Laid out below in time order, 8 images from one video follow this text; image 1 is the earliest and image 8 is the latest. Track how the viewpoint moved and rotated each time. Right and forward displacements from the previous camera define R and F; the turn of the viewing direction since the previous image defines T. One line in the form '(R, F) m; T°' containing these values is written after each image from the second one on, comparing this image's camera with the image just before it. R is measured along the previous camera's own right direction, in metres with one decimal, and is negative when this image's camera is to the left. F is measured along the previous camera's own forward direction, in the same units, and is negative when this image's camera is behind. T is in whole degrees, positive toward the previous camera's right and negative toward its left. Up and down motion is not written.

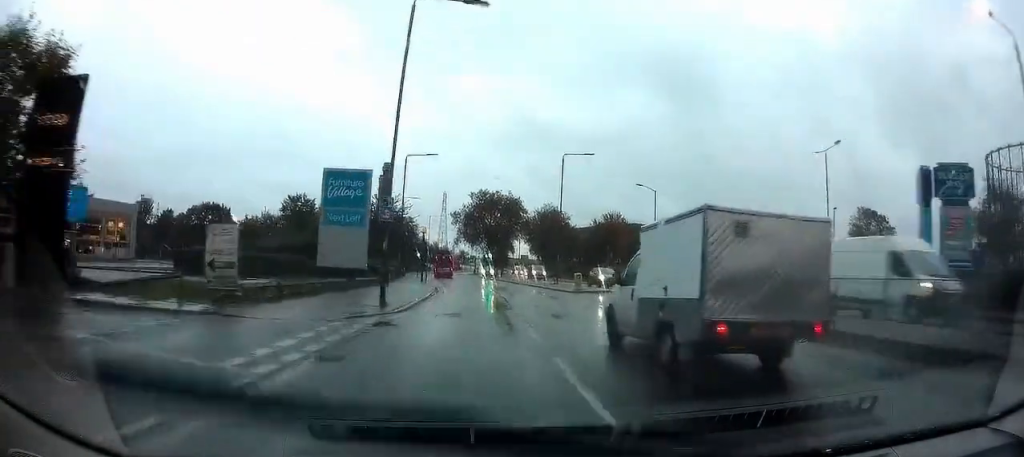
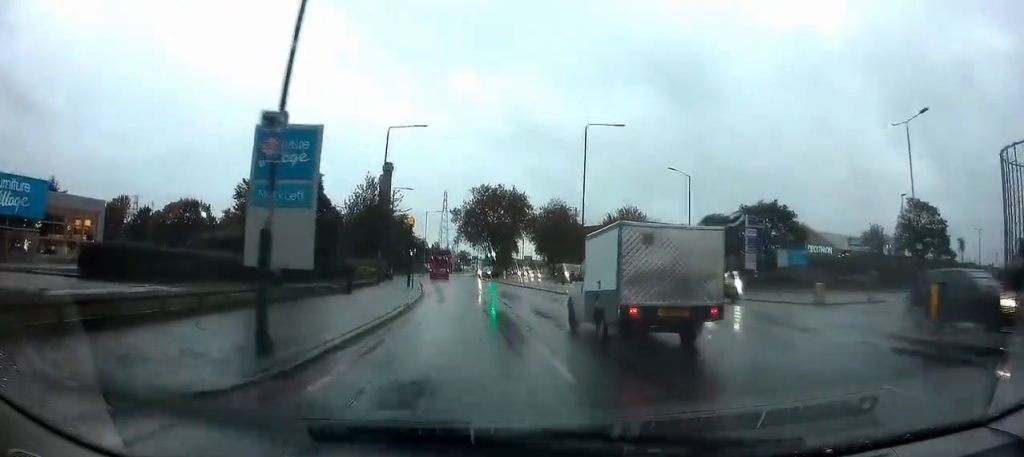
(-0.1, +10.0) m; 0°
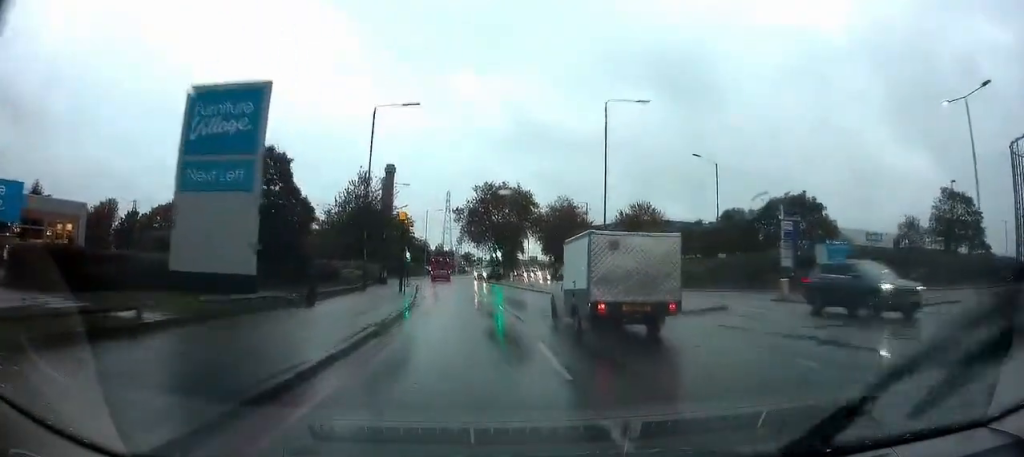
(0.0, +5.8) m; 0°
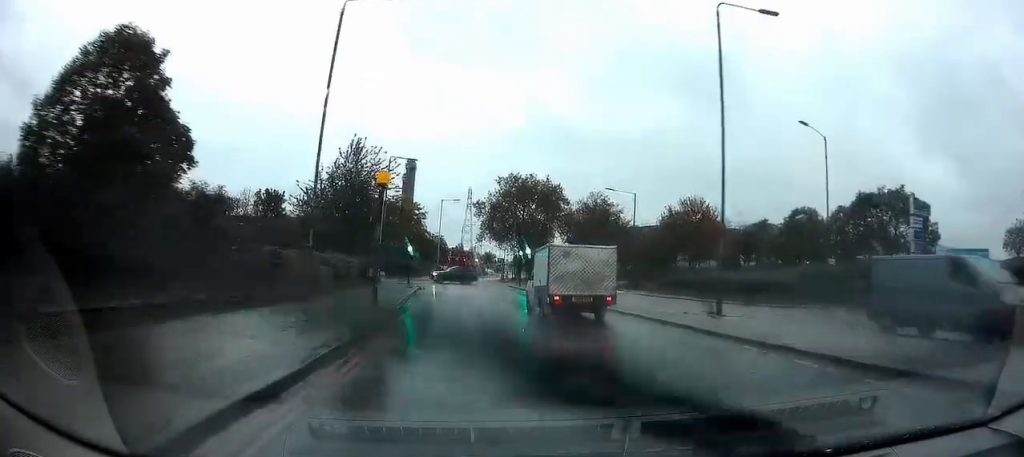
(-0.1, +13.6) m; -2°
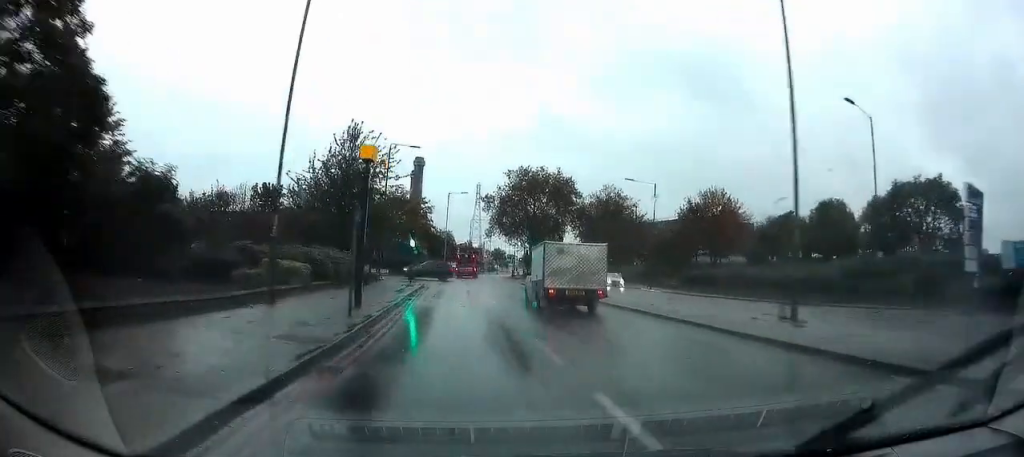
(0.0, +4.0) m; -1°
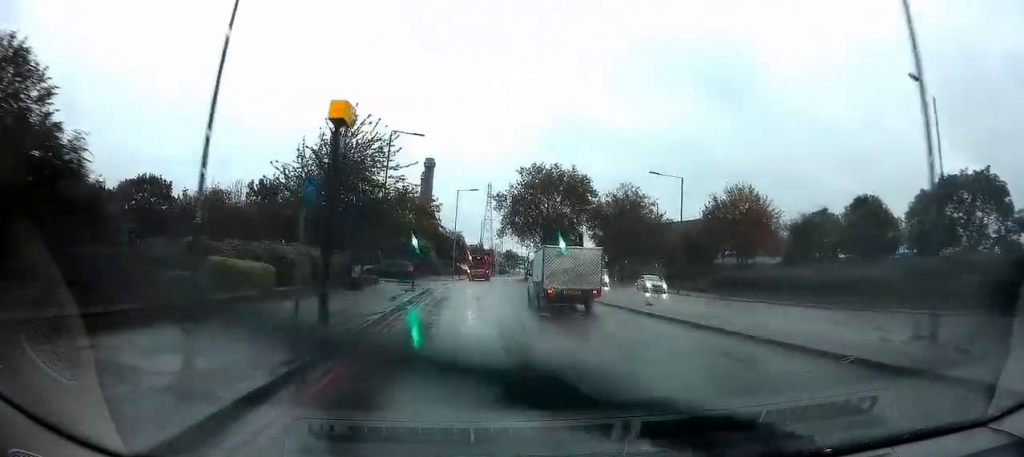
(0.0, +4.7) m; -1°
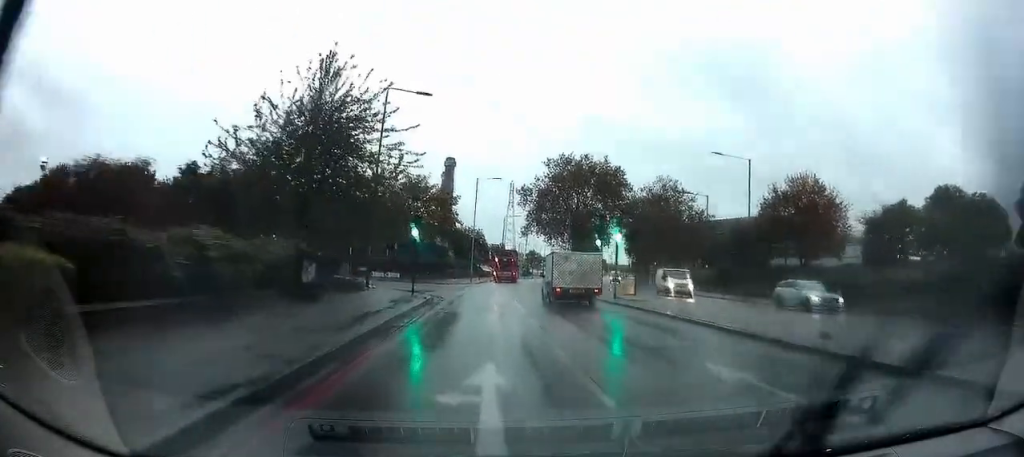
(-0.2, +9.6) m; -1°
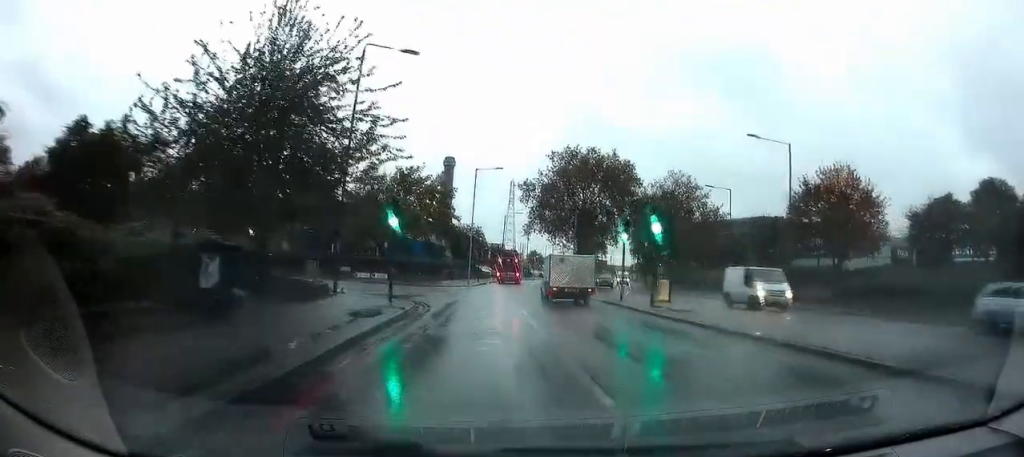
(0.0, +6.0) m; -1°
